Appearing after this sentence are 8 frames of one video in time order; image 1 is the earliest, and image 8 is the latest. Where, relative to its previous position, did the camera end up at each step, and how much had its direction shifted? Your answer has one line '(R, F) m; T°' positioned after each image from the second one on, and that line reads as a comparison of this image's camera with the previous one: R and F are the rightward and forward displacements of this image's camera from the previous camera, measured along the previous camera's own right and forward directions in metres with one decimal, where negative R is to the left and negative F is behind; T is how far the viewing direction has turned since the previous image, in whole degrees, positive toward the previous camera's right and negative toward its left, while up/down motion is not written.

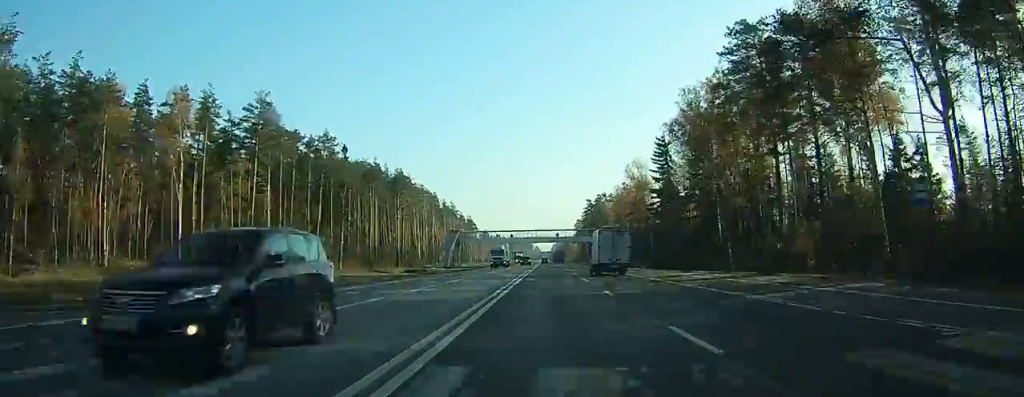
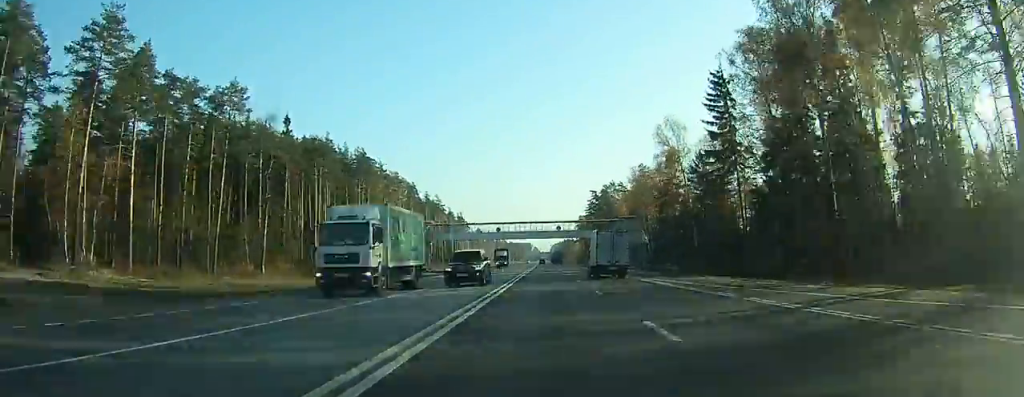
(0.0, +34.7) m; 0°
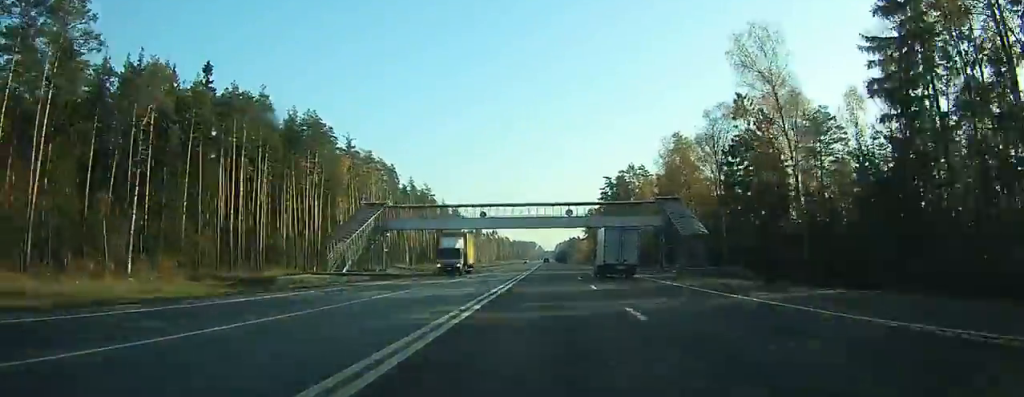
(0.0, +33.2) m; 0°
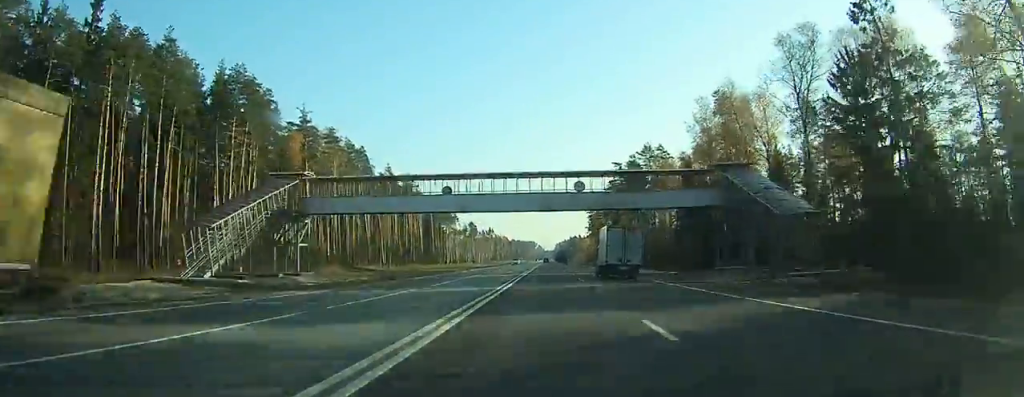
(0.0, +26.7) m; 0°
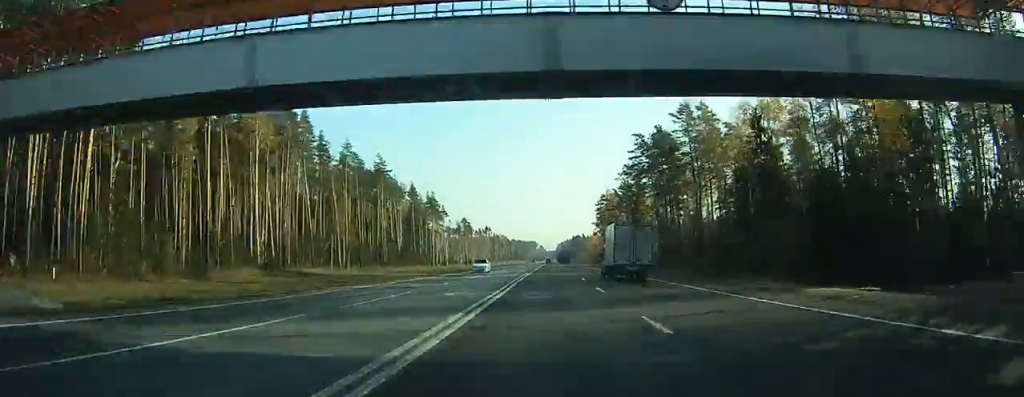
(0.0, +35.3) m; 0°
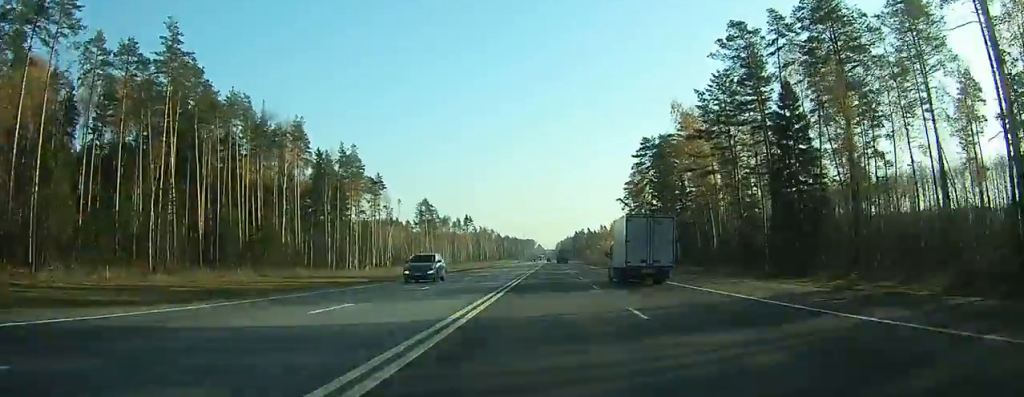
(-0.2, +93.4) m; 0°
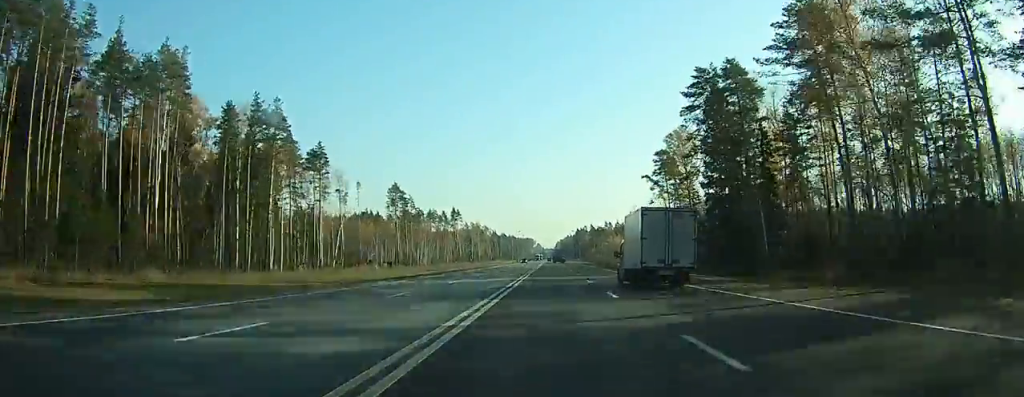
(-0.2, +41.3) m; 0°
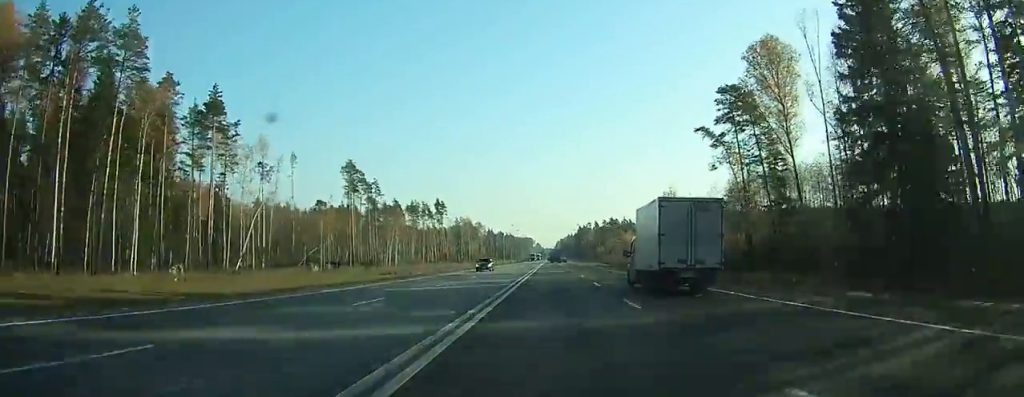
(0.0, +39.8) m; 0°
